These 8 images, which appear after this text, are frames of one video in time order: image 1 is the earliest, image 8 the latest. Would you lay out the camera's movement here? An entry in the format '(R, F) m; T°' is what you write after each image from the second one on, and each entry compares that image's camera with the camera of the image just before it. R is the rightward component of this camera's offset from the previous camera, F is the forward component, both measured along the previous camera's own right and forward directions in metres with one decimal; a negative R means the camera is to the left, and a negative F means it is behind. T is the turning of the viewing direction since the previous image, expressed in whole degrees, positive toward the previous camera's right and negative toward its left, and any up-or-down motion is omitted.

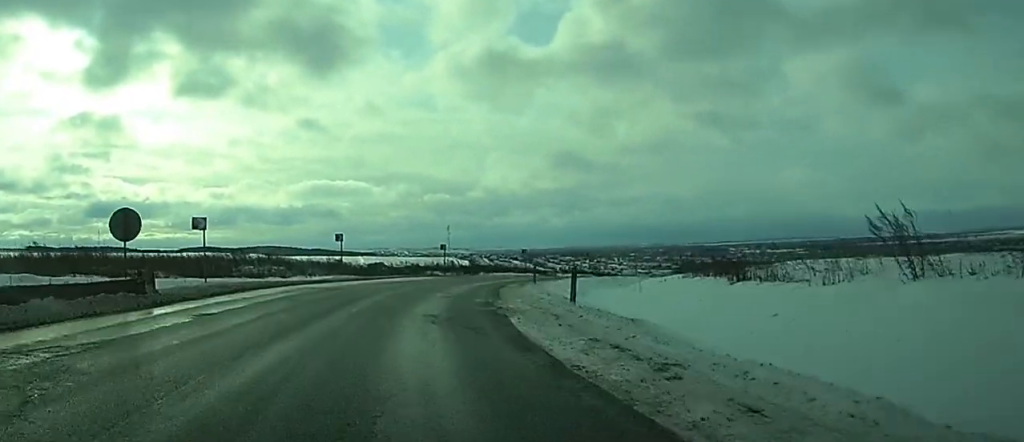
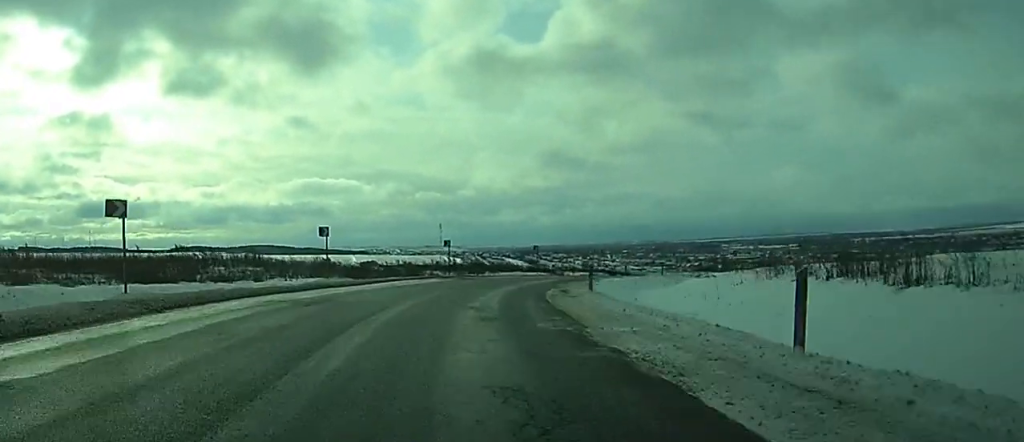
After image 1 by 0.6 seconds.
(+0.2, +9.9) m; +3°
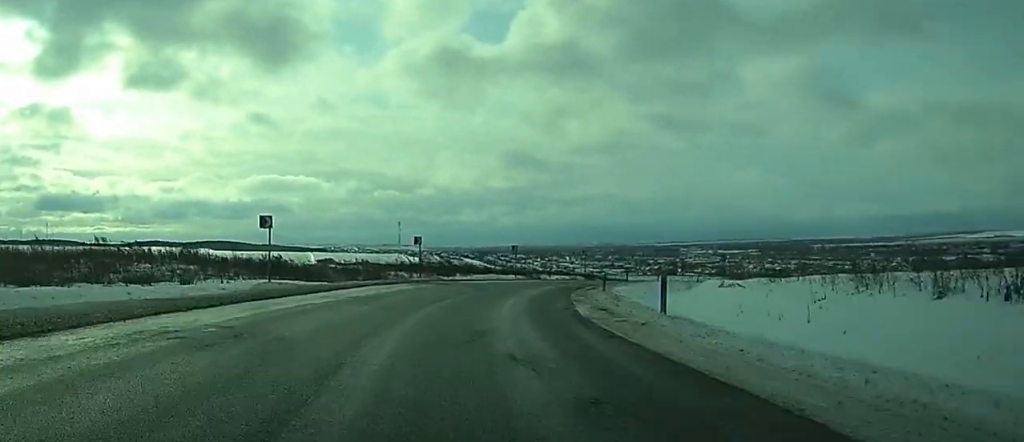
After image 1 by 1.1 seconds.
(-0.1, +9.3) m; +4°
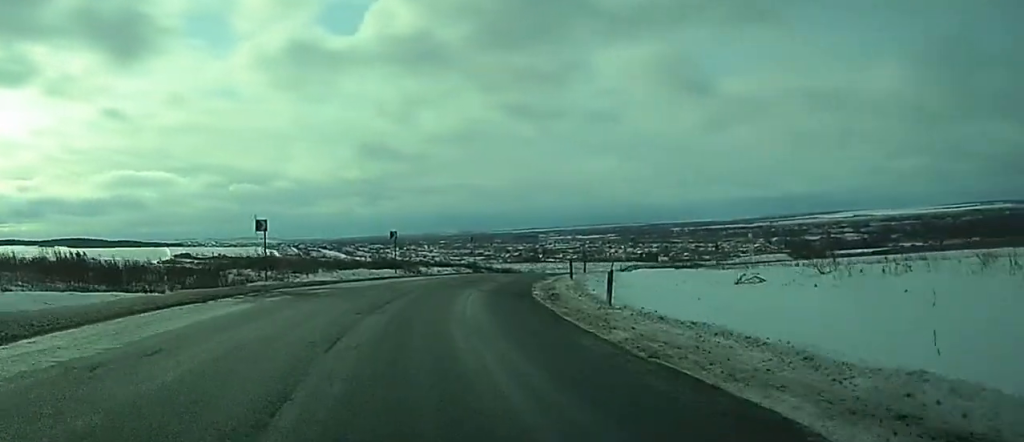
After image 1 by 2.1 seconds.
(+1.6, +16.9) m; +7°
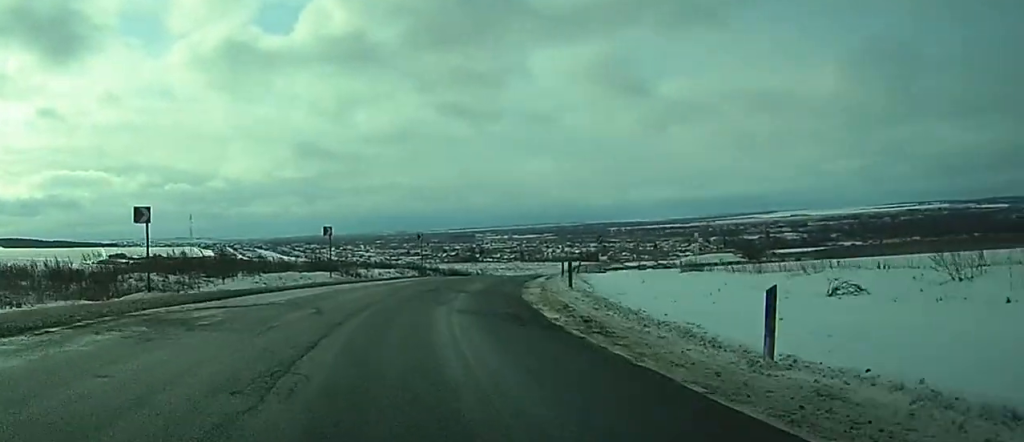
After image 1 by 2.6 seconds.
(+0.3, +10.1) m; +1°
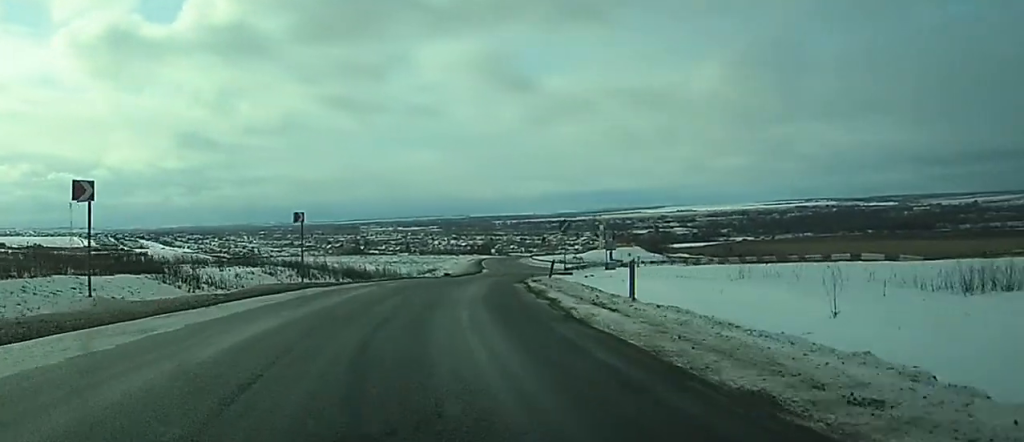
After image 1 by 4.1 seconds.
(+0.3, +26.6) m; +4°
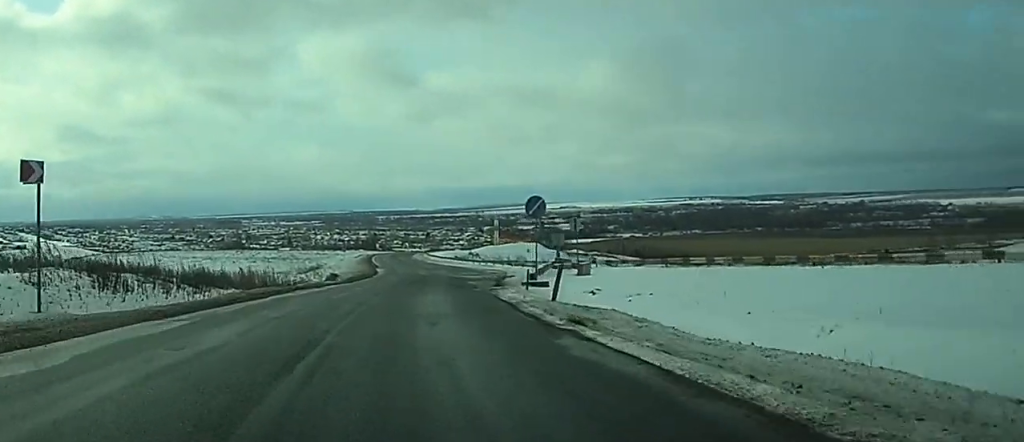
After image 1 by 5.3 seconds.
(+1.8, +22.6) m; +8°
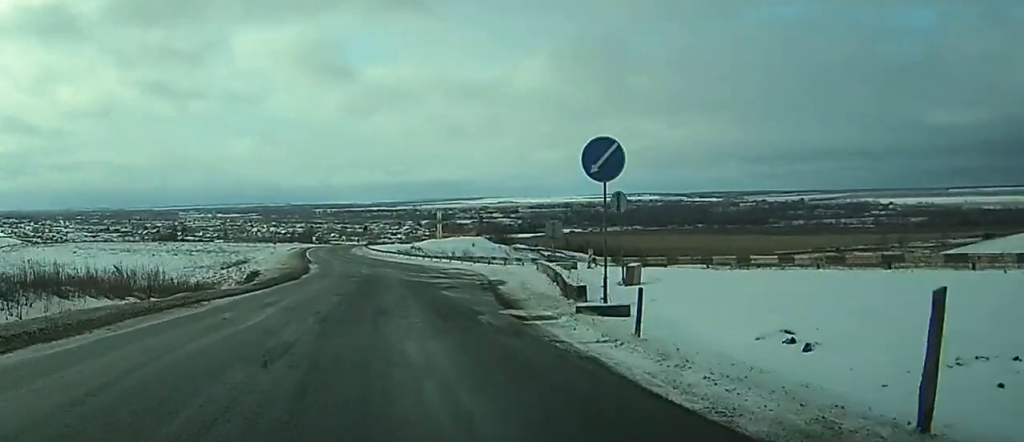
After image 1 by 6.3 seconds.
(+0.8, +17.3) m; +4°
